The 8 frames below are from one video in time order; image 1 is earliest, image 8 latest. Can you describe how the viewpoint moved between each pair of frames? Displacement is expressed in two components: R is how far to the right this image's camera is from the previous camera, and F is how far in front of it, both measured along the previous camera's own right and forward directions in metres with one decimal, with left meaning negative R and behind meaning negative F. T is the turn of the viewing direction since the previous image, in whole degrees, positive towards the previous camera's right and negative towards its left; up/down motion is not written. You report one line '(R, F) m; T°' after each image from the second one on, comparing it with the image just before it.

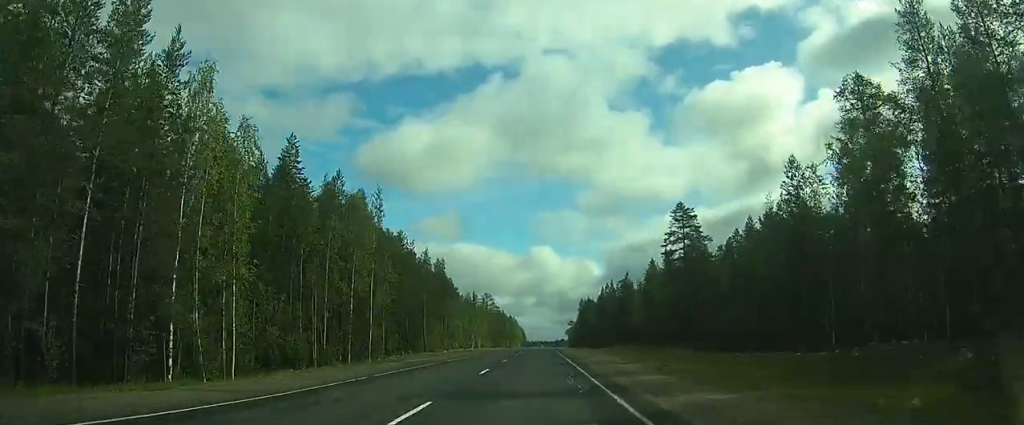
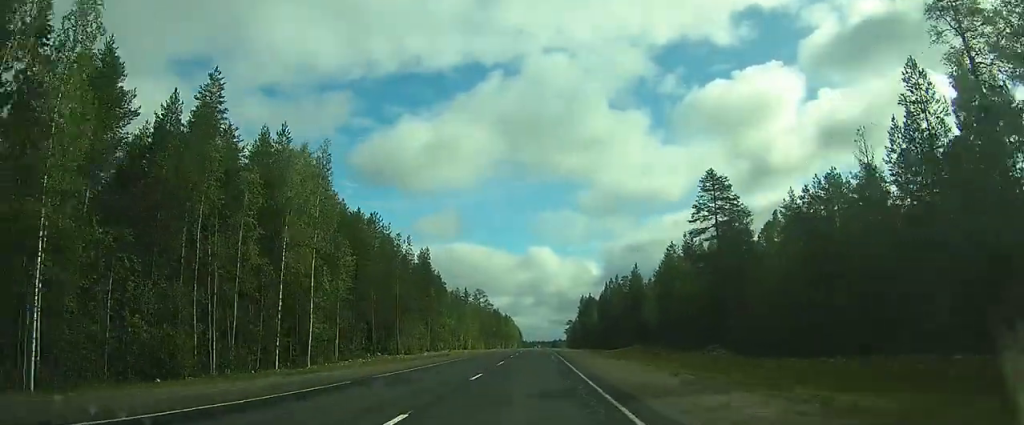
(-0.2, +12.7) m; -1°
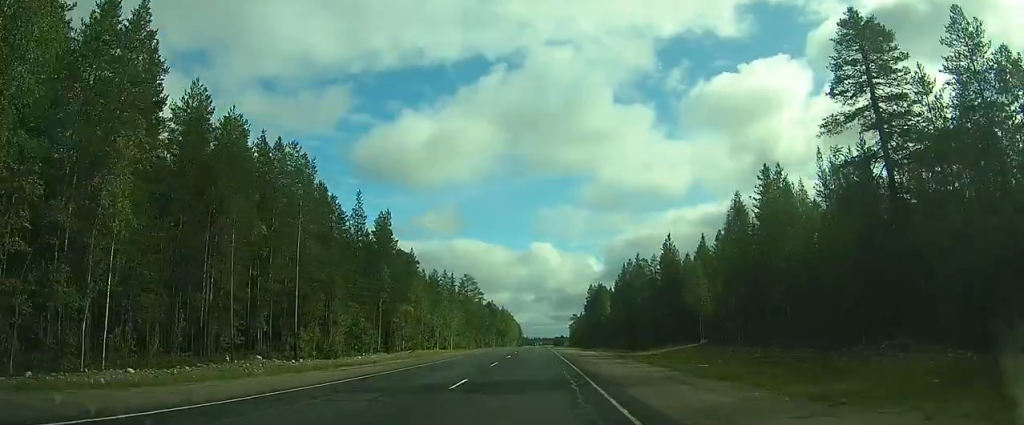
(-0.1, +25.6) m; 0°
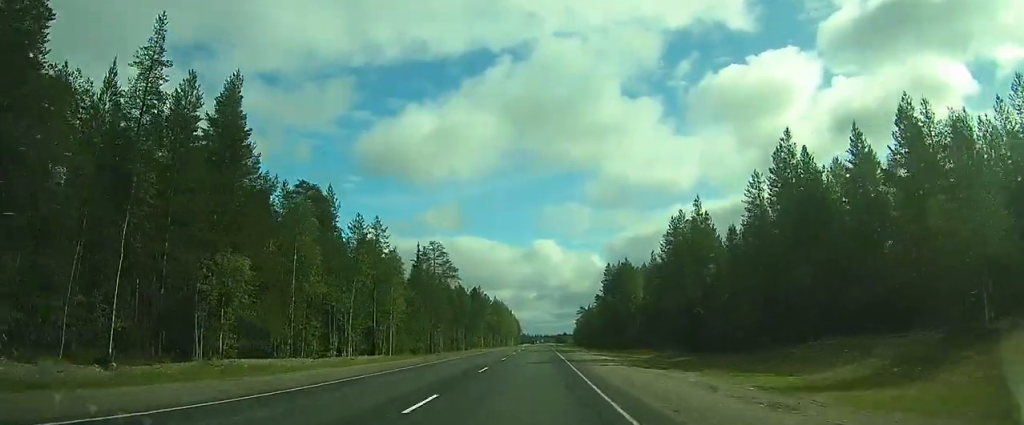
(0.0, +37.0) m; 0°
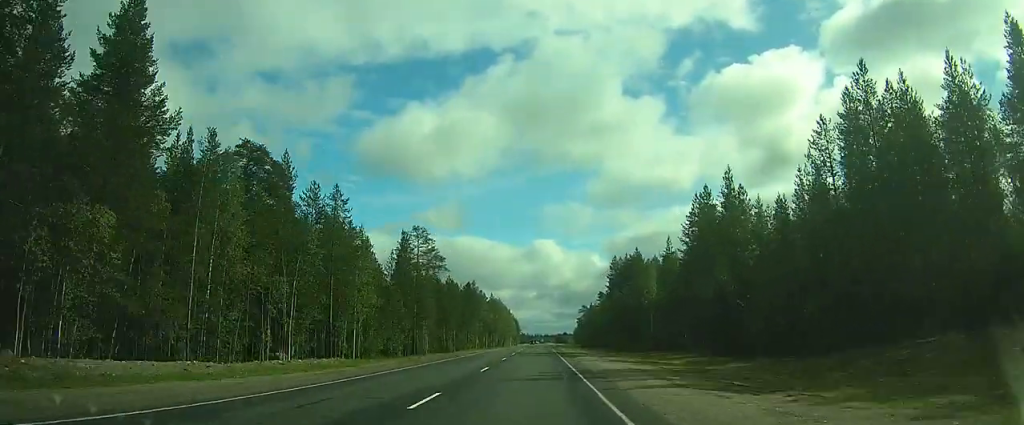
(0.0, +10.2) m; 0°
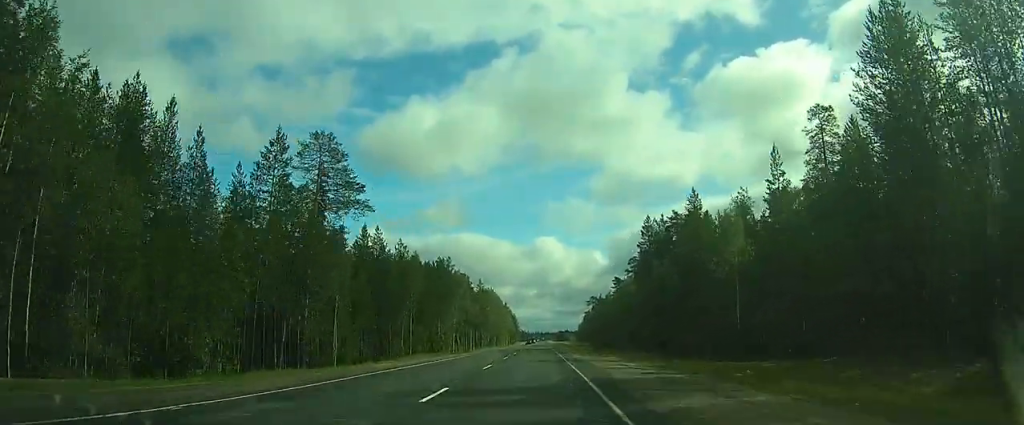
(-0.1, +34.8) m; +1°
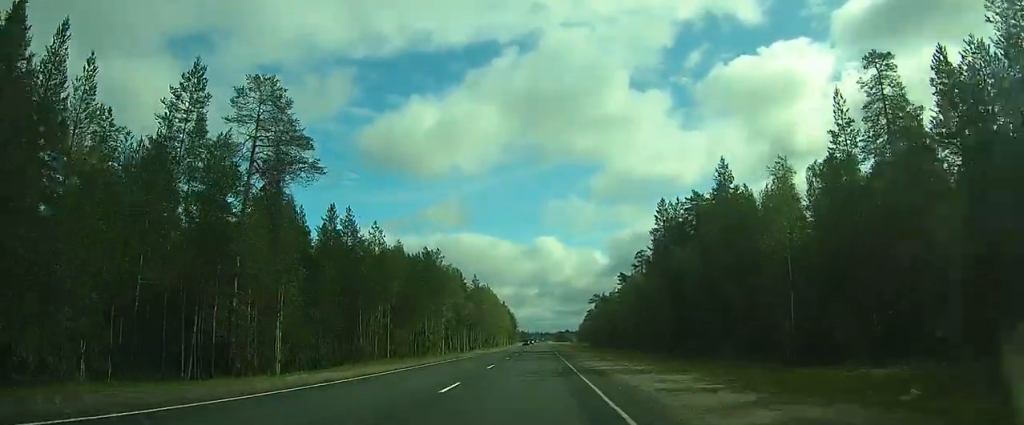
(+0.2, +10.6) m; 0°
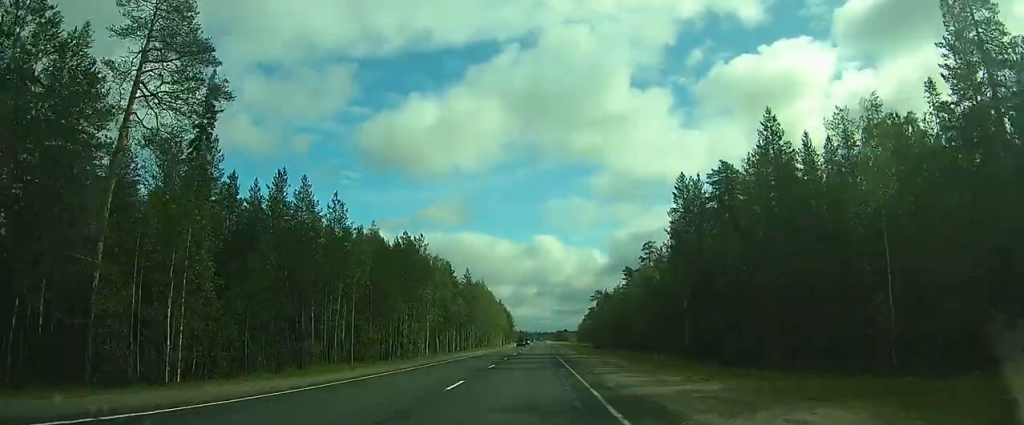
(+0.2, +11.4) m; 0°
